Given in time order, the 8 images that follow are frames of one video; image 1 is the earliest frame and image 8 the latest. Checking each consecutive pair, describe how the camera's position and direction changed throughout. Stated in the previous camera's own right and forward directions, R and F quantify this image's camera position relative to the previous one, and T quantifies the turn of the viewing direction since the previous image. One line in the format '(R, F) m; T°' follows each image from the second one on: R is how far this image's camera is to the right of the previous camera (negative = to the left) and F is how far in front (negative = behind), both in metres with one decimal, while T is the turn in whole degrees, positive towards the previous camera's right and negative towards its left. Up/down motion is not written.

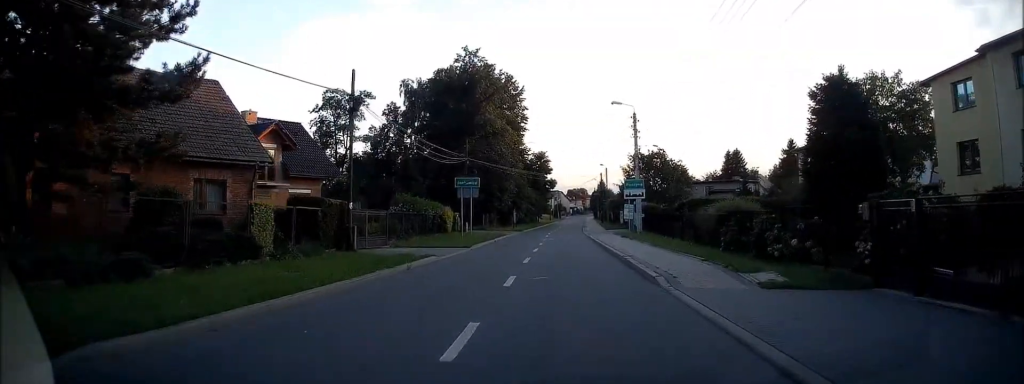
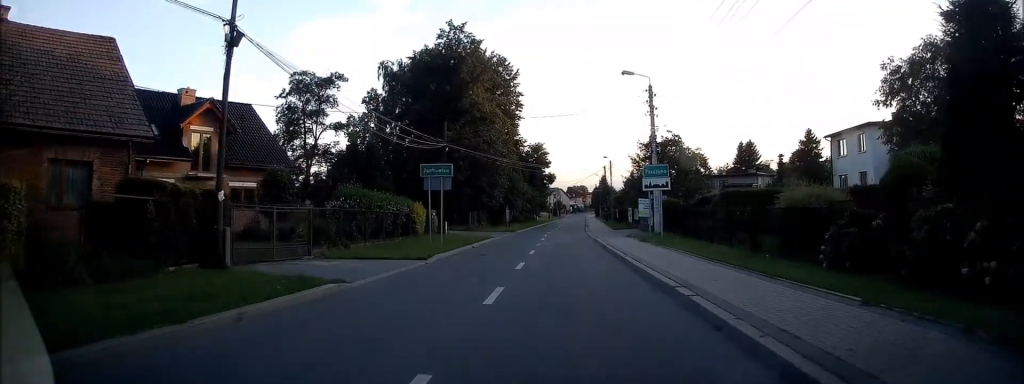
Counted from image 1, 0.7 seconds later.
(0.0, +8.3) m; +1°
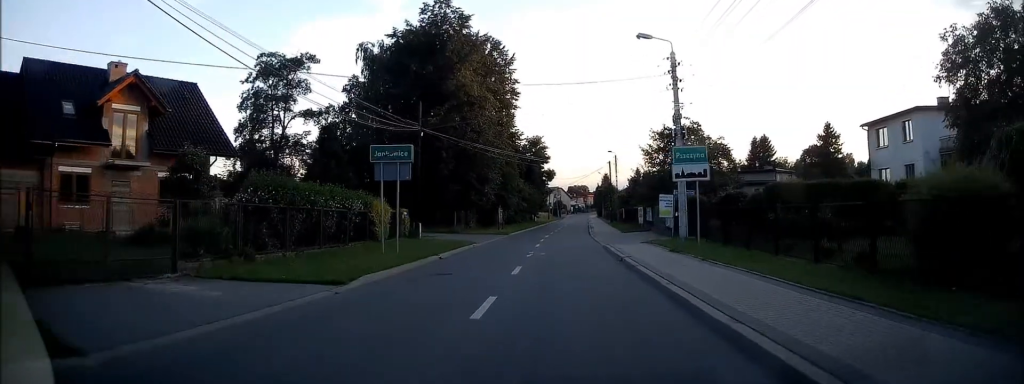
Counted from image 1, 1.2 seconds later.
(+0.1, +7.1) m; -1°
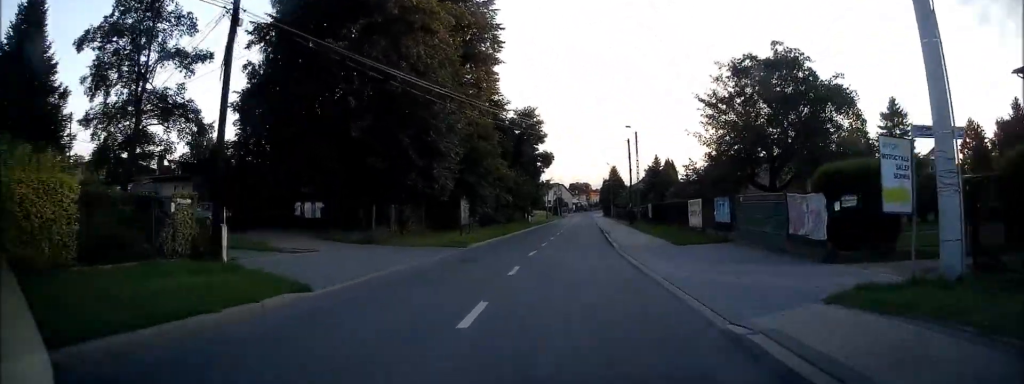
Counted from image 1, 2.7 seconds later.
(-0.4, +18.7) m; 0°
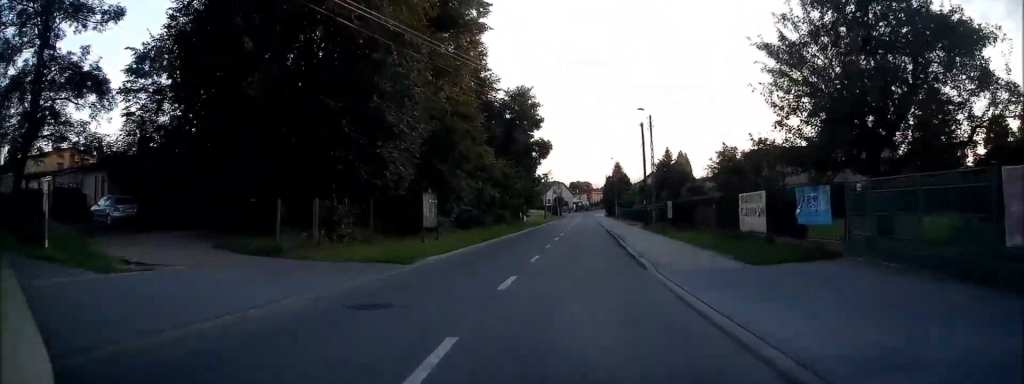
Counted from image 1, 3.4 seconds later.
(+0.3, +8.6) m; +1°
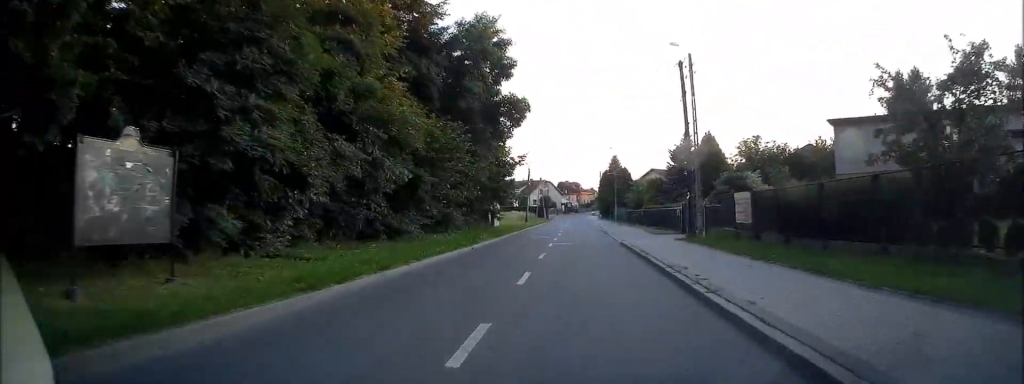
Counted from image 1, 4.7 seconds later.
(+0.1, +17.3) m; 0°
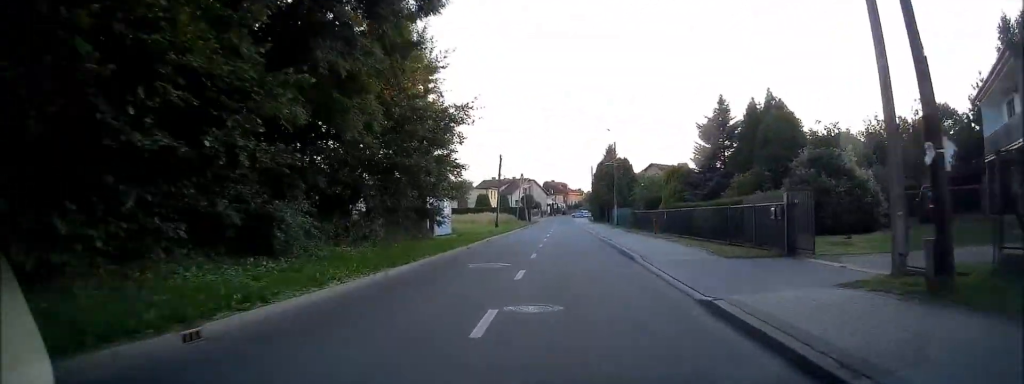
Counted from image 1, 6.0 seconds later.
(-0.1, +16.9) m; +1°
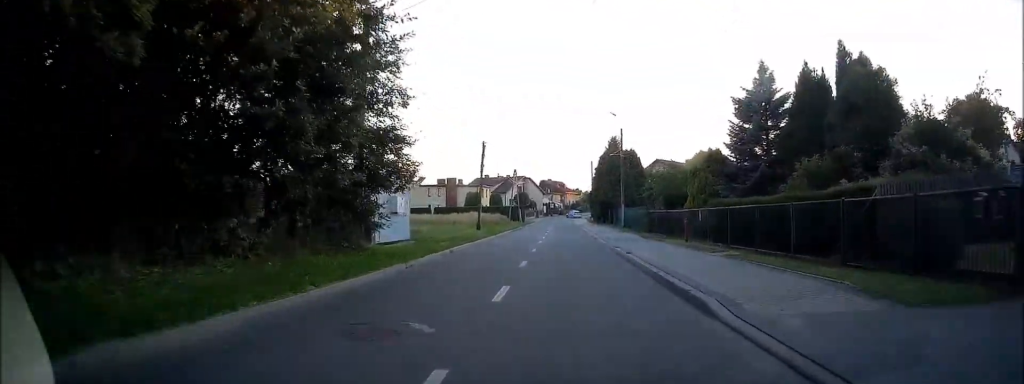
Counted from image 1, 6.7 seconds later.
(+0.1, +9.0) m; +2°
